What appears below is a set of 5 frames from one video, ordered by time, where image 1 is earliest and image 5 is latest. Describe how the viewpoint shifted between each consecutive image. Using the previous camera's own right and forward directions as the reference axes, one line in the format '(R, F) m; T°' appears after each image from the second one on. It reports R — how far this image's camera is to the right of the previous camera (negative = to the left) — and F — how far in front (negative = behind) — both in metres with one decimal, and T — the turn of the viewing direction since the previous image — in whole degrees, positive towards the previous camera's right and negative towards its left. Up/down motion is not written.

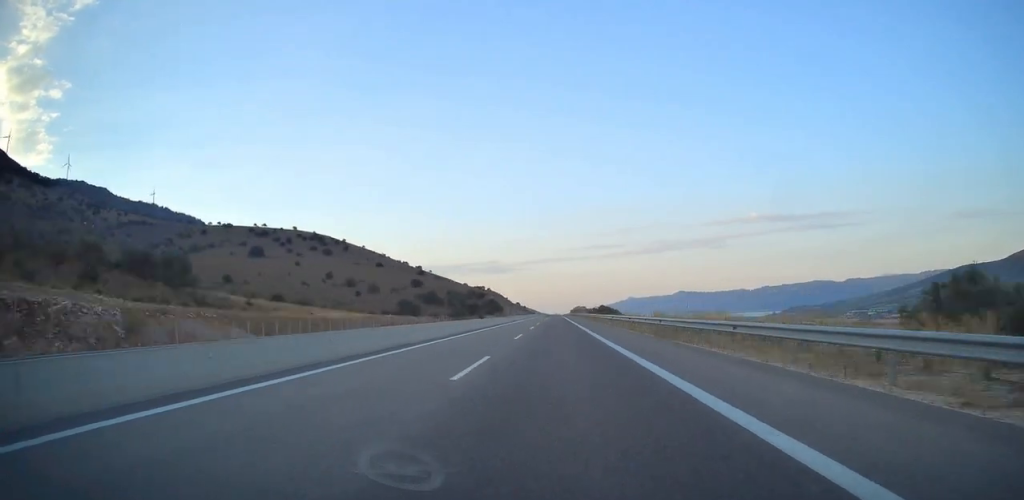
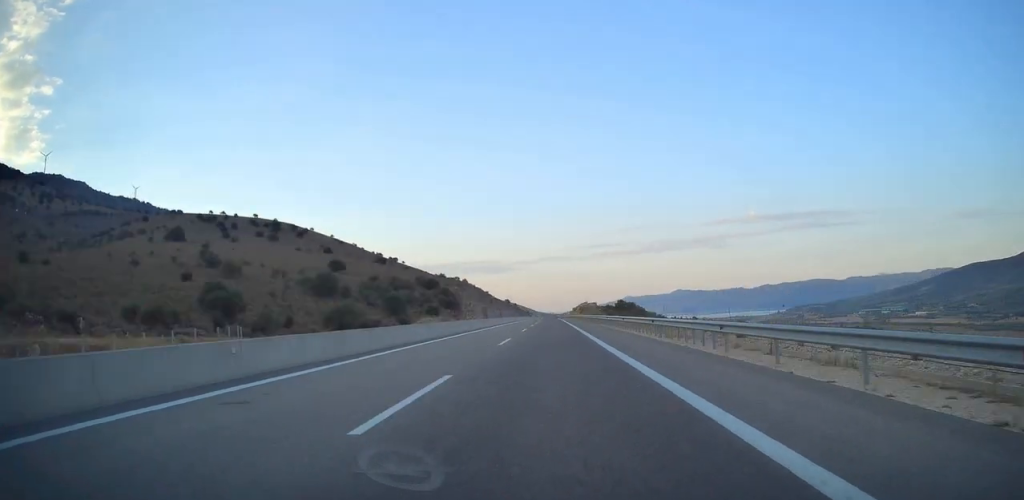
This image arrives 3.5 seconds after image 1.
(-0.2, +133.7) m; 0°
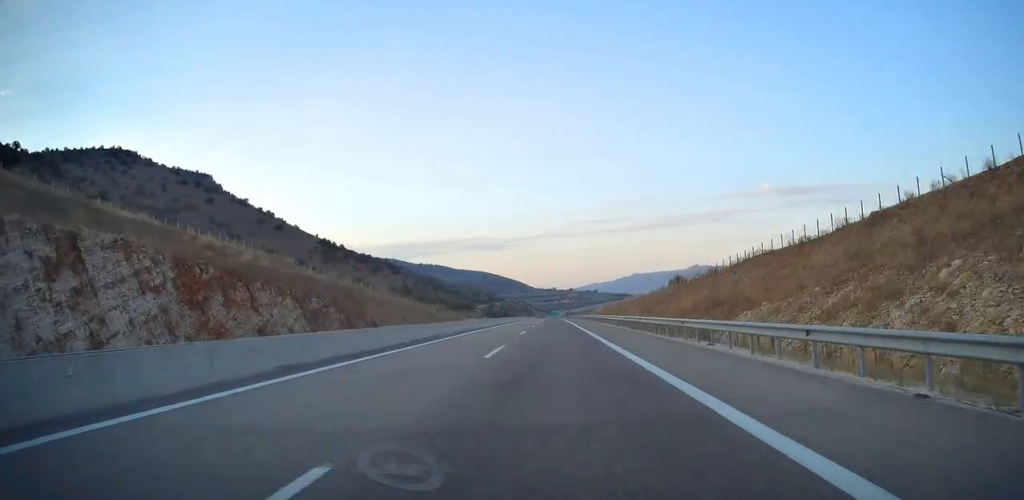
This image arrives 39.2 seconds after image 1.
(-1.0, +1418.0) m; 0°
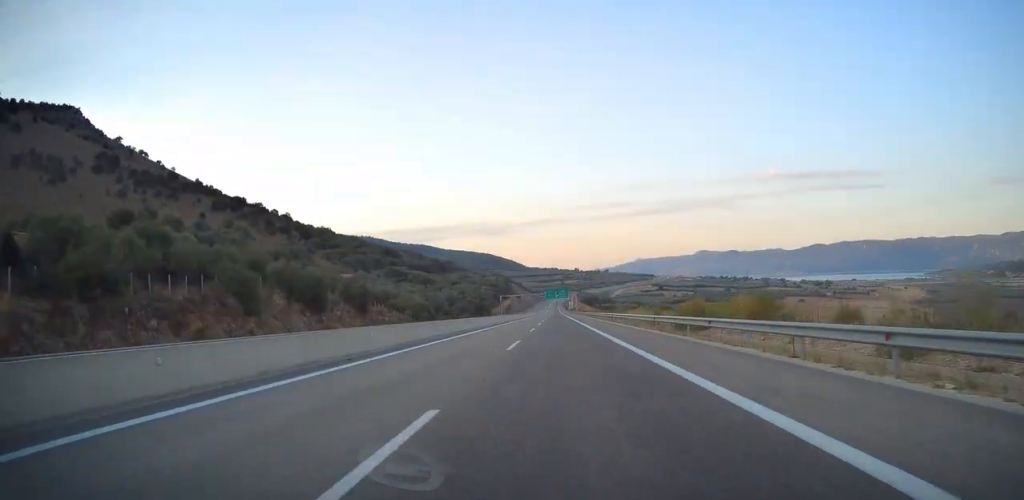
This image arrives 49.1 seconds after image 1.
(+0.2, +409.5) m; 0°
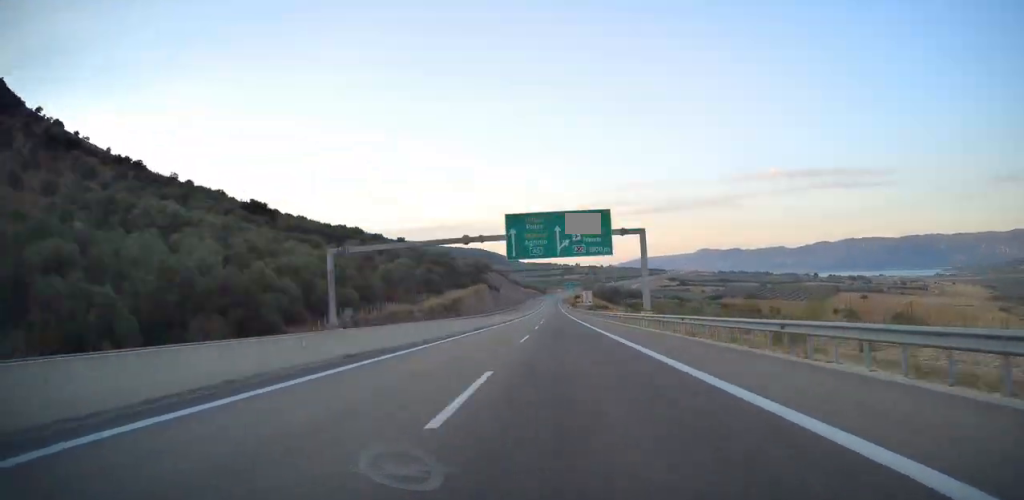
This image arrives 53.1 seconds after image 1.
(-0.1, +168.2) m; +1°
